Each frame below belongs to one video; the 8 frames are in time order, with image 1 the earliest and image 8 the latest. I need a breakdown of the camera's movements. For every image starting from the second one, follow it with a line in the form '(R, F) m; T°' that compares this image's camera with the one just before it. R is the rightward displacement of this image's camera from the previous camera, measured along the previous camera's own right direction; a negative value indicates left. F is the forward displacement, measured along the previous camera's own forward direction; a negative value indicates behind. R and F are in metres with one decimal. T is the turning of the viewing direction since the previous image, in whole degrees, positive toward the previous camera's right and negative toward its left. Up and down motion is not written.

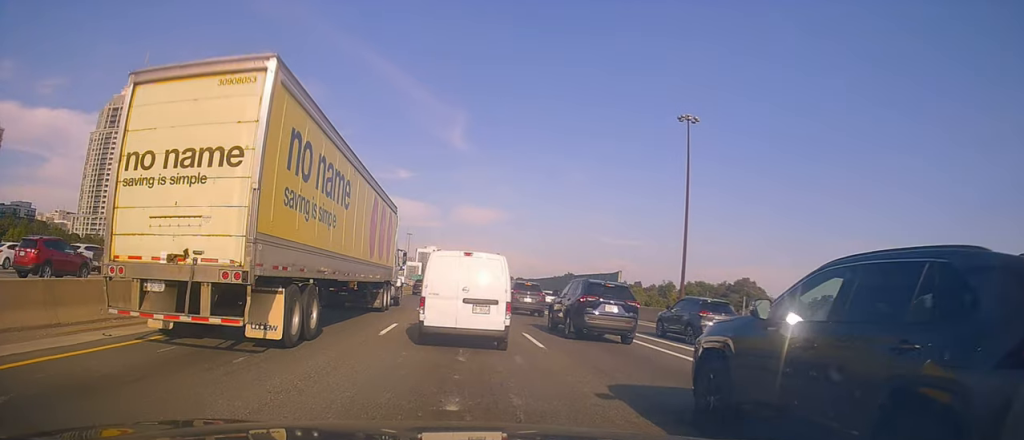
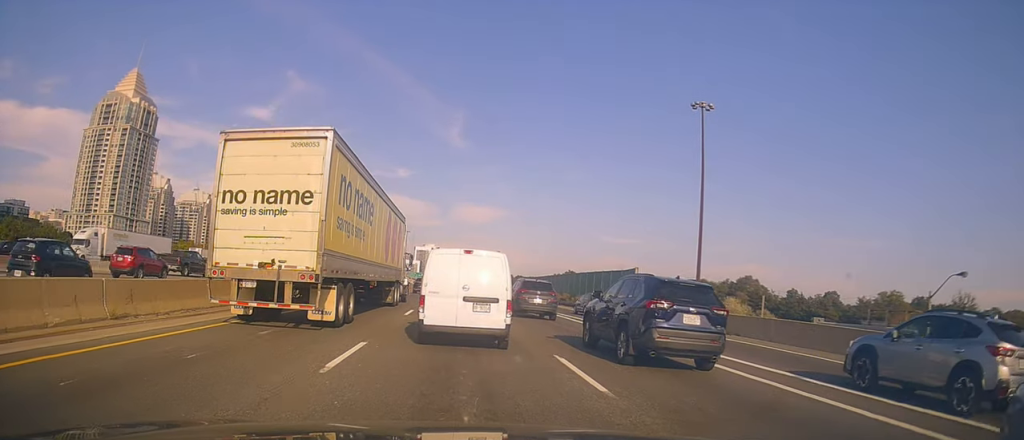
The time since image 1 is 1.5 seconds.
(-0.2, +5.7) m; -3°
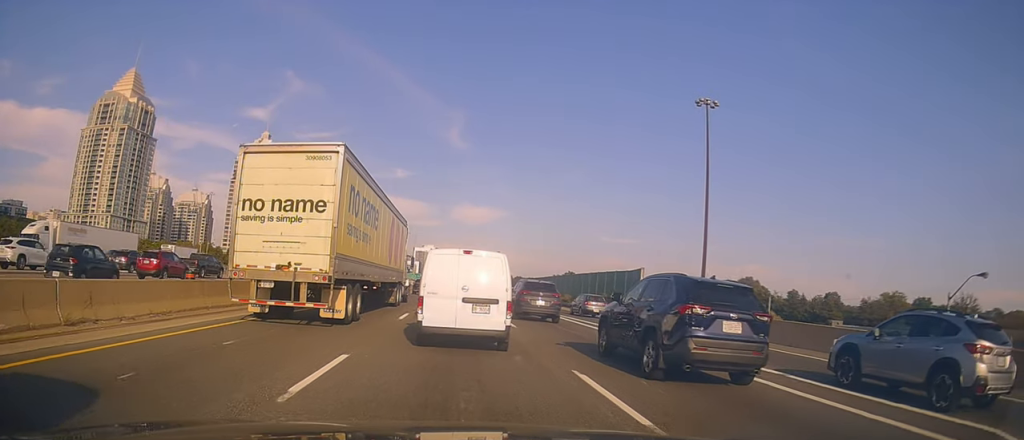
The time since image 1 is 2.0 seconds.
(0.0, +1.8) m; 0°
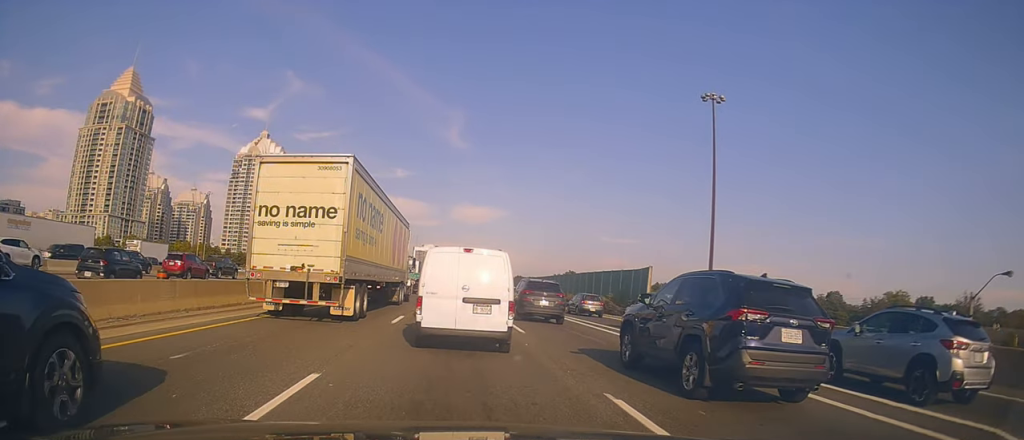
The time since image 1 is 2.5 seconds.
(0.0, +1.8) m; 0°
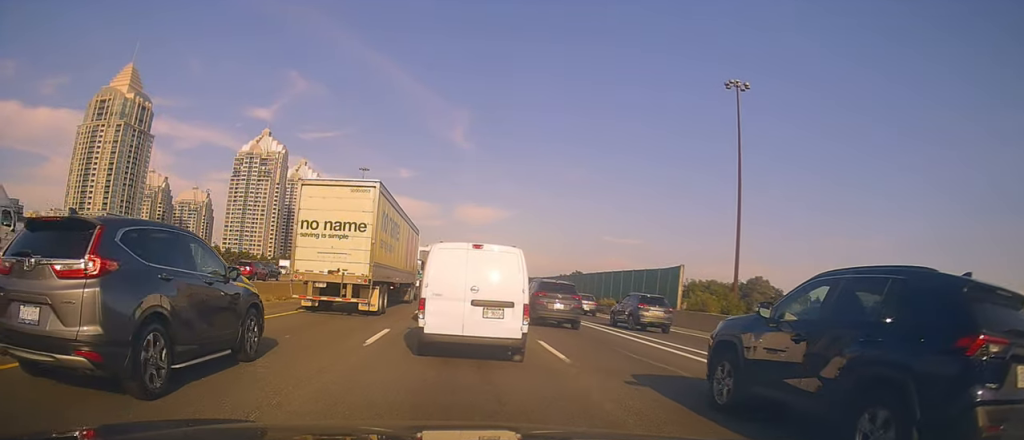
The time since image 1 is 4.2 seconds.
(0.0, +5.6) m; +4°
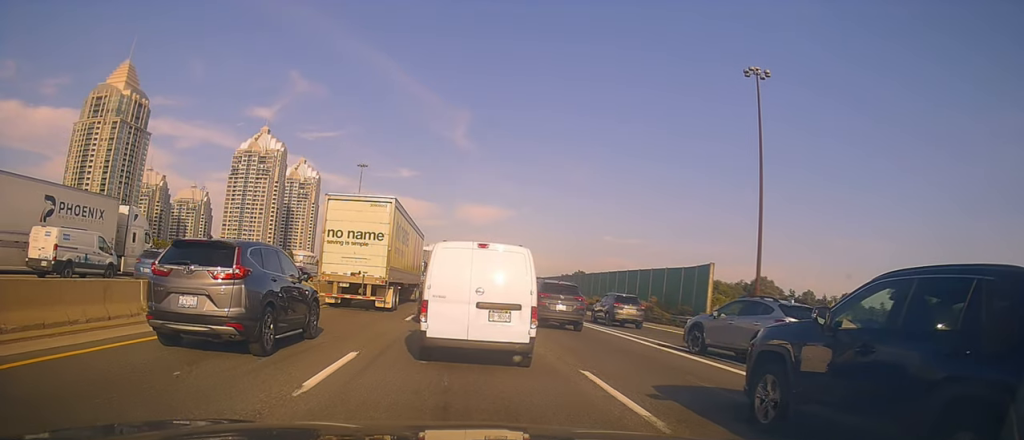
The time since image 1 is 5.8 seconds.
(+0.6, +5.0) m; +4°
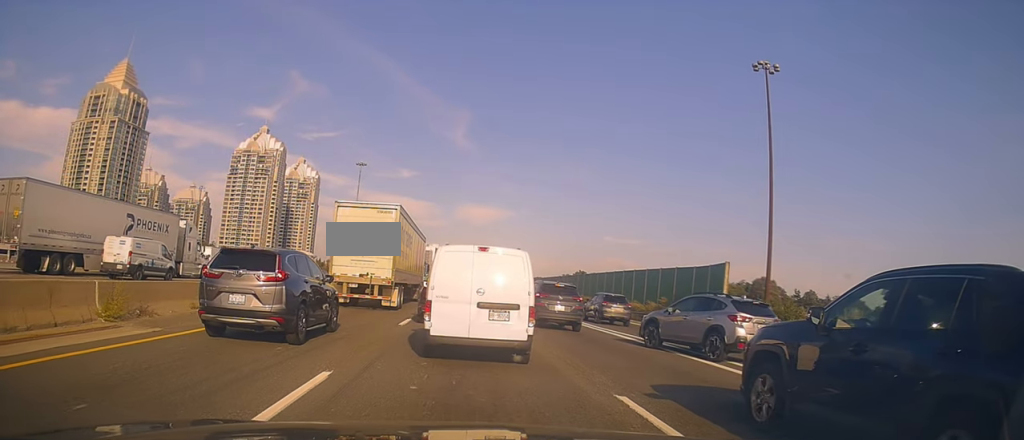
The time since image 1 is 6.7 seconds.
(-0.5, +2.3) m; -2°
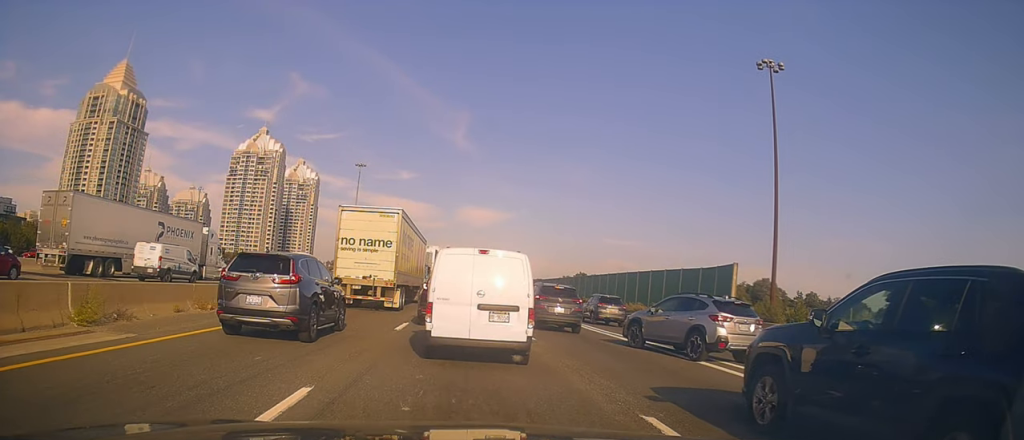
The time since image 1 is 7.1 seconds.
(+0.2, +1.0) m; +4°
